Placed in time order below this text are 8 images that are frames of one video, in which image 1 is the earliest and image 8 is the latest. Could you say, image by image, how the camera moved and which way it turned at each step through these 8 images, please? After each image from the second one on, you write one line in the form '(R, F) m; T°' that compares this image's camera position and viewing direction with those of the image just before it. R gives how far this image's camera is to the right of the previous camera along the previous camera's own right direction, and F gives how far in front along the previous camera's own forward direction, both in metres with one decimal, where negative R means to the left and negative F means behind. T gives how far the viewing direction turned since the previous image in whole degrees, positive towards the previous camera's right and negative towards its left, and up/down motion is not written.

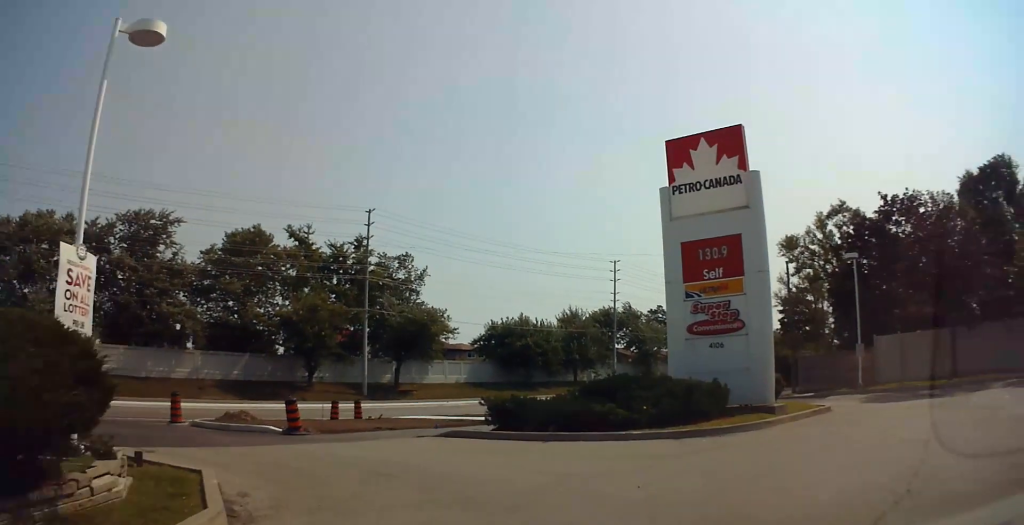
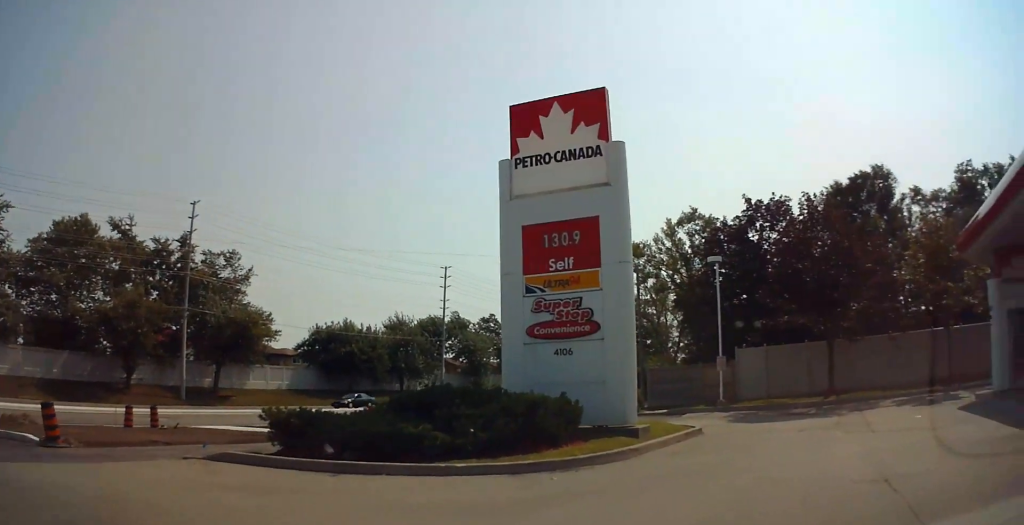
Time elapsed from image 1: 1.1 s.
(+0.7, +4.0) m; +22°
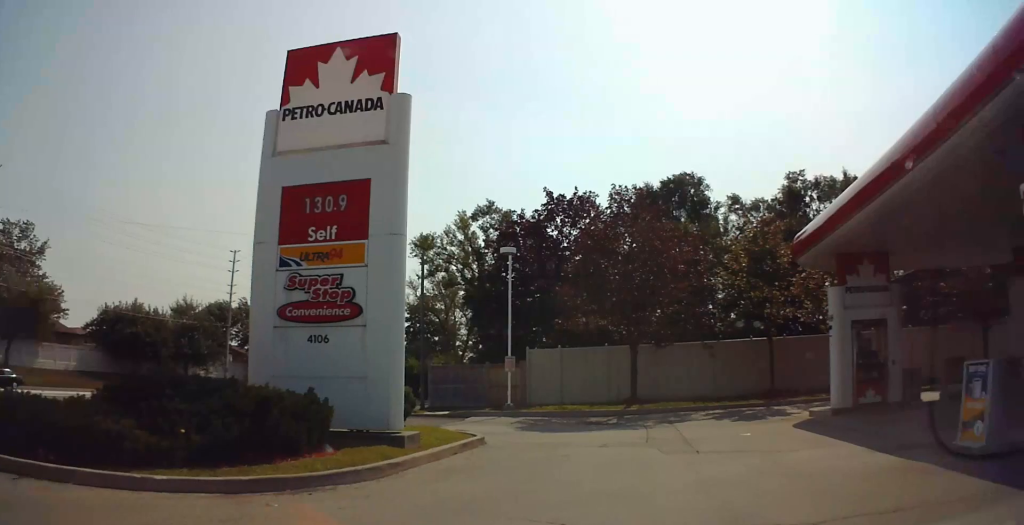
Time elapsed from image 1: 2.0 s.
(+0.5, +2.9) m; +24°
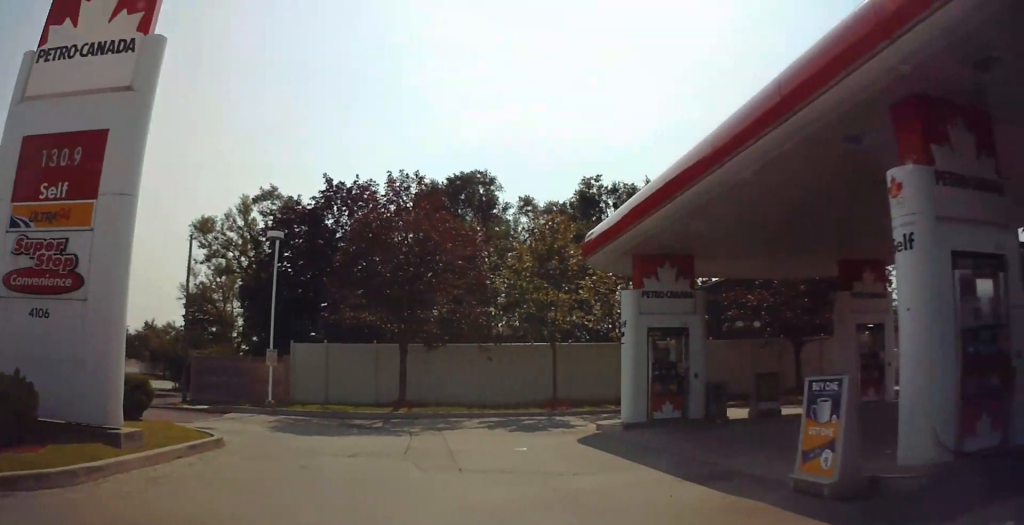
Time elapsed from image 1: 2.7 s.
(+0.6, +2.1) m; +19°
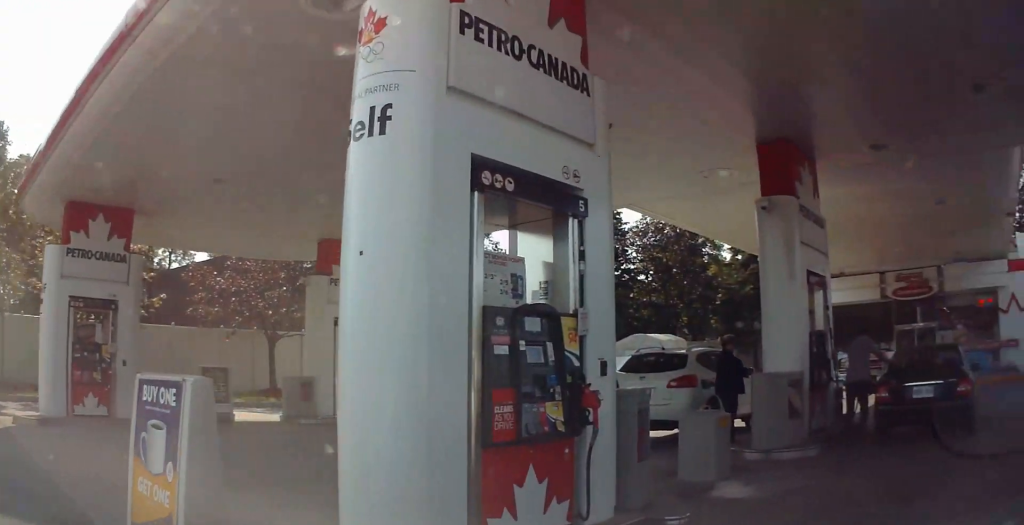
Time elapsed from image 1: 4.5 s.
(+1.5, +4.4) m; +35°
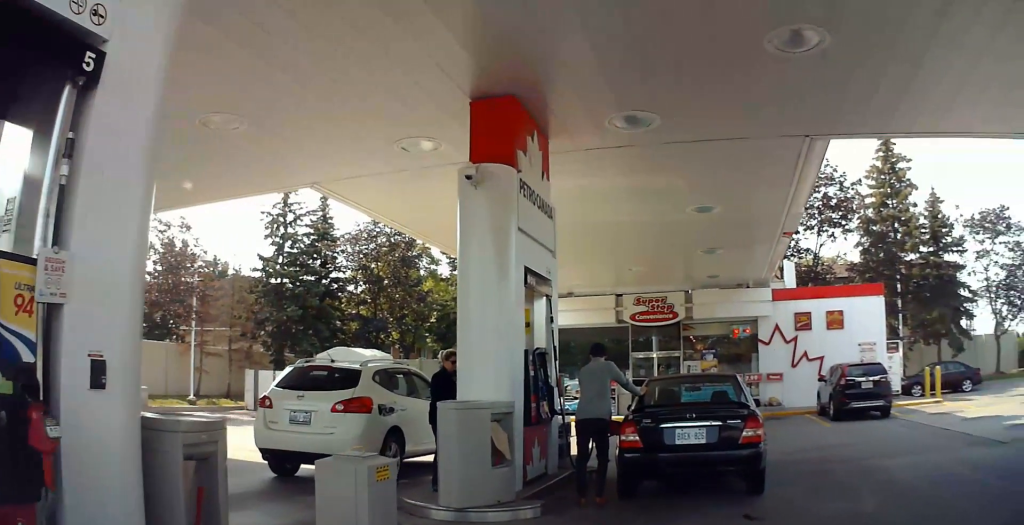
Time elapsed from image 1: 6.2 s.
(+0.8, +3.1) m; +27°
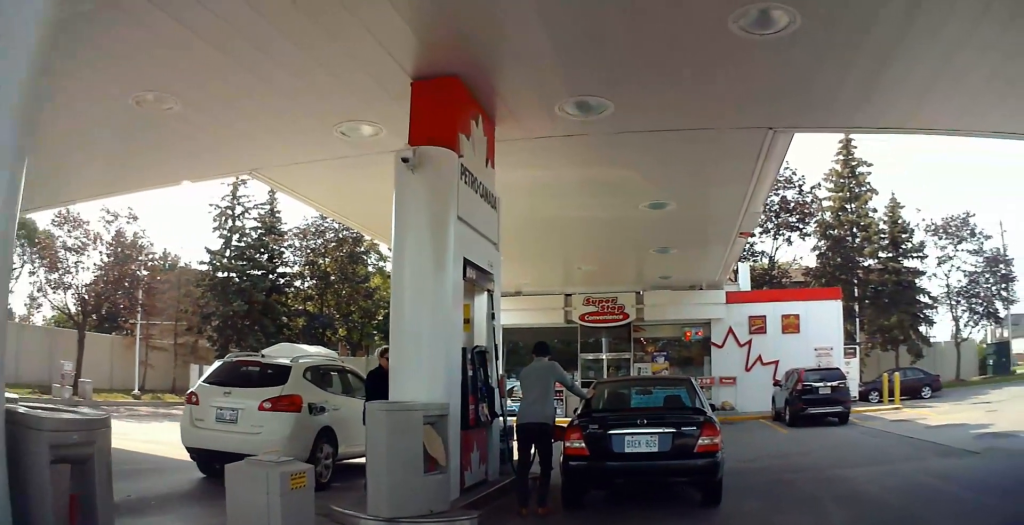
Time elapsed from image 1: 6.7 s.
(+0.1, +0.7) m; 0°
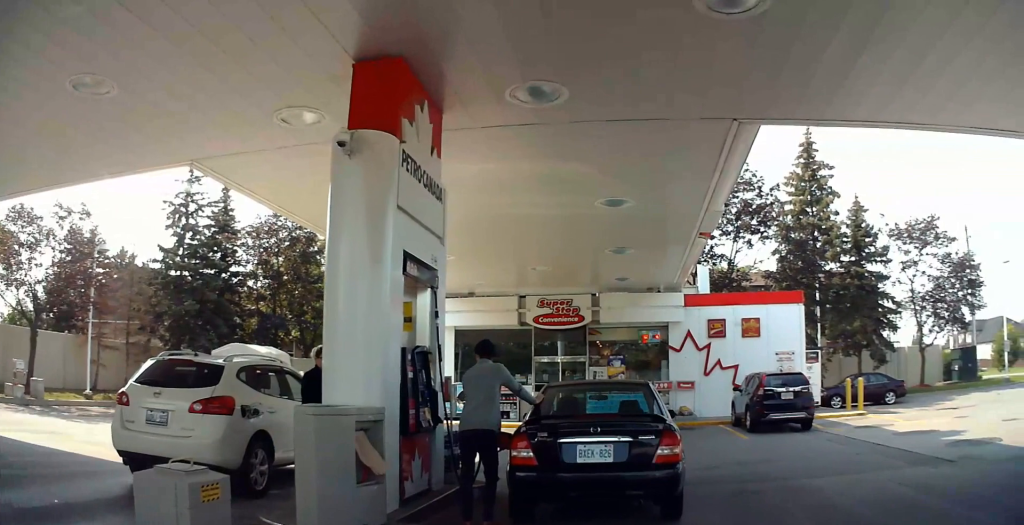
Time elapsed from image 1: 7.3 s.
(0.0, +0.6) m; 0°
